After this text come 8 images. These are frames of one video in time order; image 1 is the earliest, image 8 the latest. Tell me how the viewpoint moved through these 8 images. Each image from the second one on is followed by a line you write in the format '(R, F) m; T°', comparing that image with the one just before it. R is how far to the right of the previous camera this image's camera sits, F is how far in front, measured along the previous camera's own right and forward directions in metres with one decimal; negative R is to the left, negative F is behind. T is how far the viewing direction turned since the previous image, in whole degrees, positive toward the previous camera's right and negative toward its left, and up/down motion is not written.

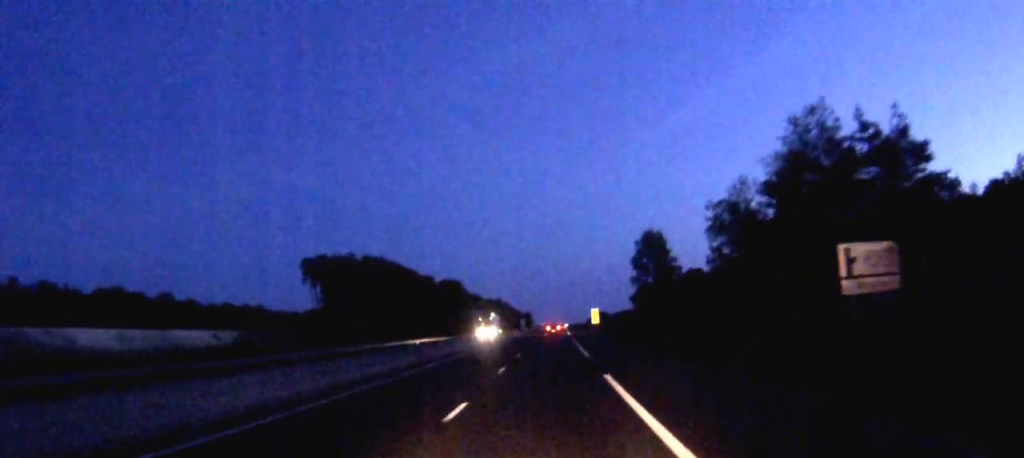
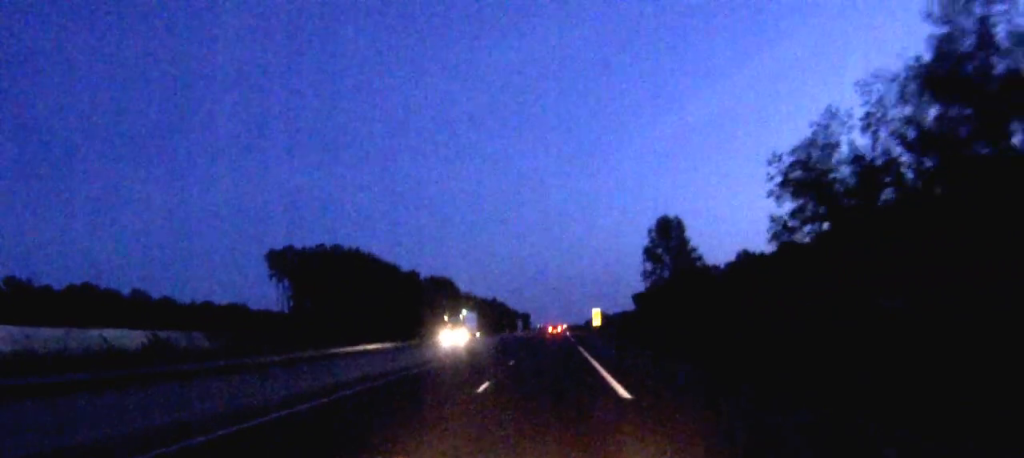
(+0.1, +18.3) m; 0°
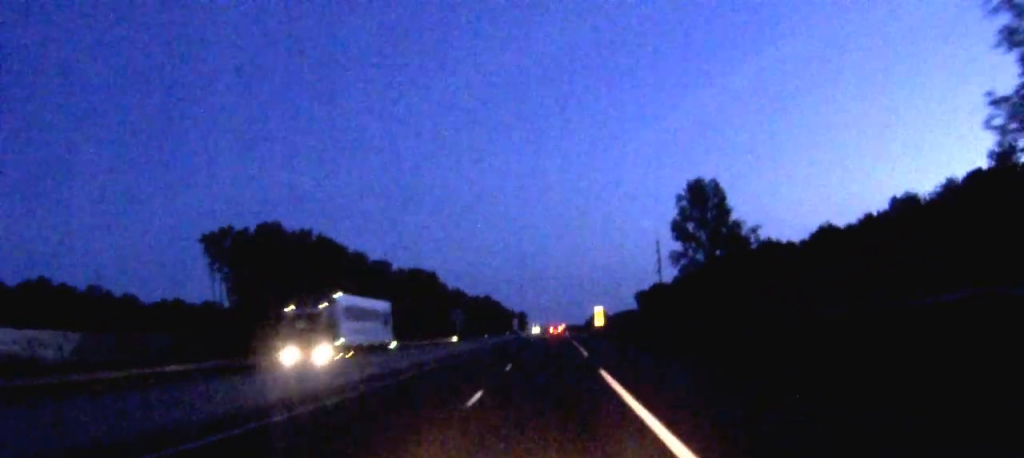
(+0.1, +25.8) m; 0°
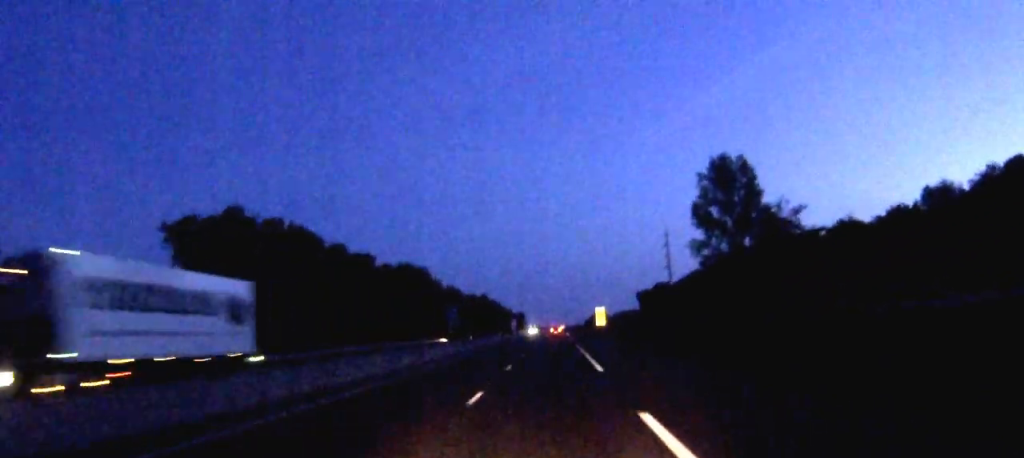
(0.0, +12.9) m; 0°
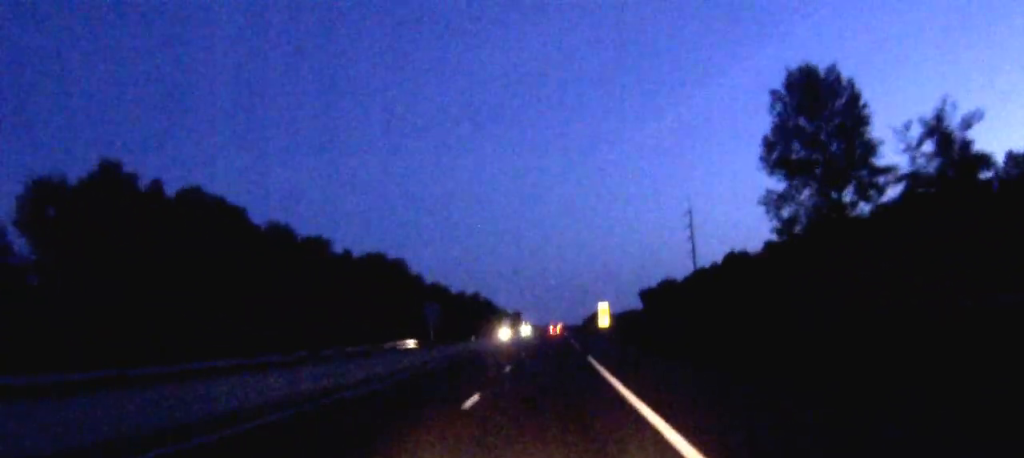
(+0.1, +26.6) m; 0°
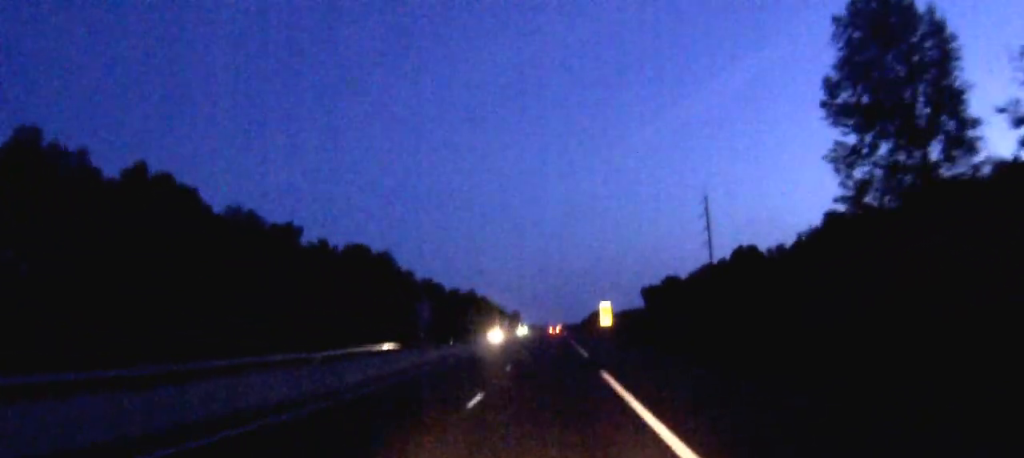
(0.0, +12.1) m; 0°
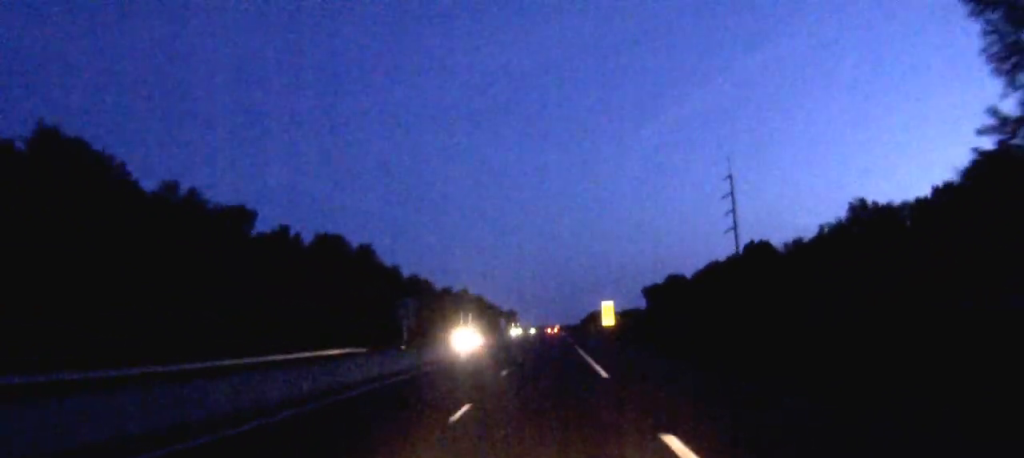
(0.0, +15.5) m; 0°
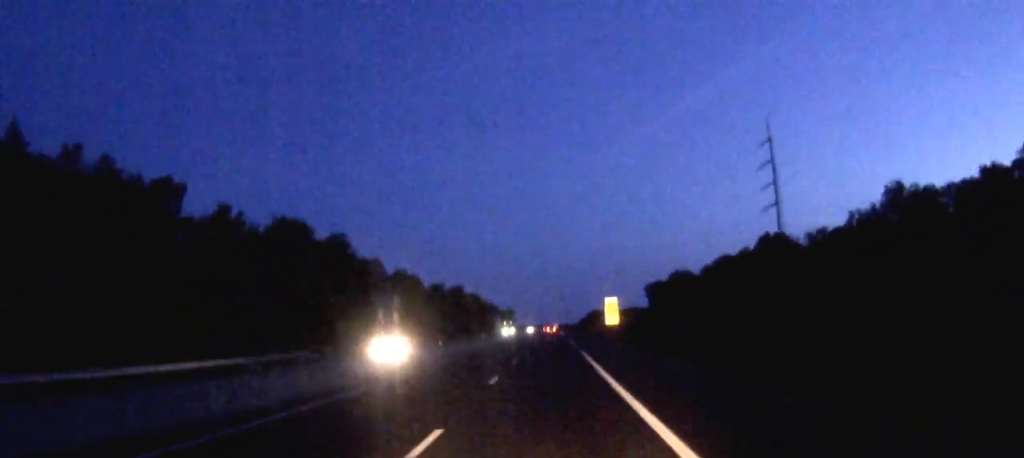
(0.0, +17.3) m; 0°
